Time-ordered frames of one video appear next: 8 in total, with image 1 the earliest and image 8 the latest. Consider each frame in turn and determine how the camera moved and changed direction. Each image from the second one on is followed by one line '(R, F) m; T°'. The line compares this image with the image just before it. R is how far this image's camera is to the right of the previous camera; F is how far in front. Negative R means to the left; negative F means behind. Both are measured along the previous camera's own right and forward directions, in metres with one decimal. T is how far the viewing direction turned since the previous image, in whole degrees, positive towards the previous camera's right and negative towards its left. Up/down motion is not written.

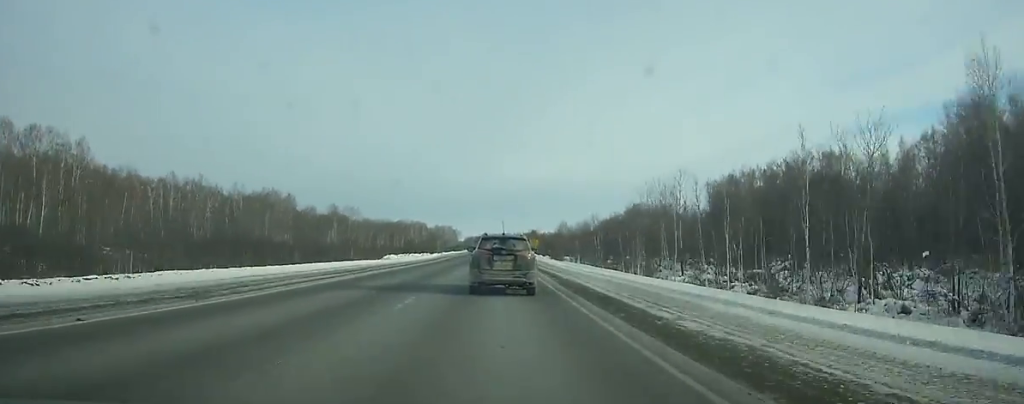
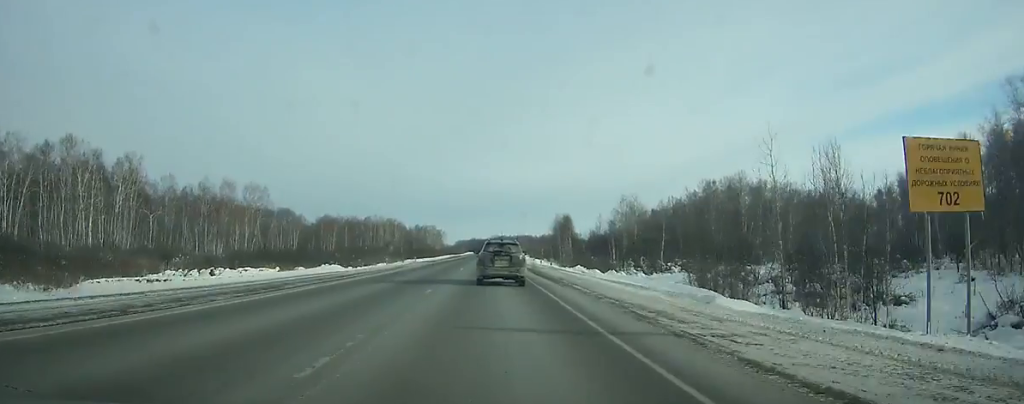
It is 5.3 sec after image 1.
(+0.4, +115.7) m; 0°
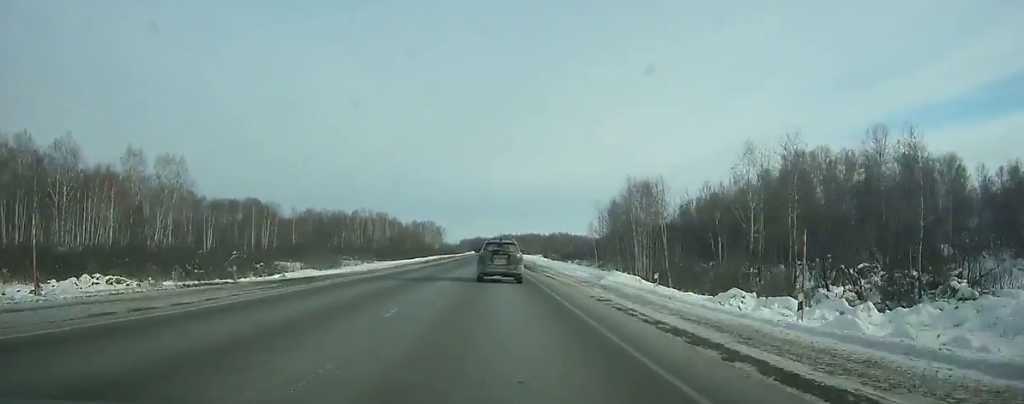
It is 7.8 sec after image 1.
(0.0, +54.9) m; 0°
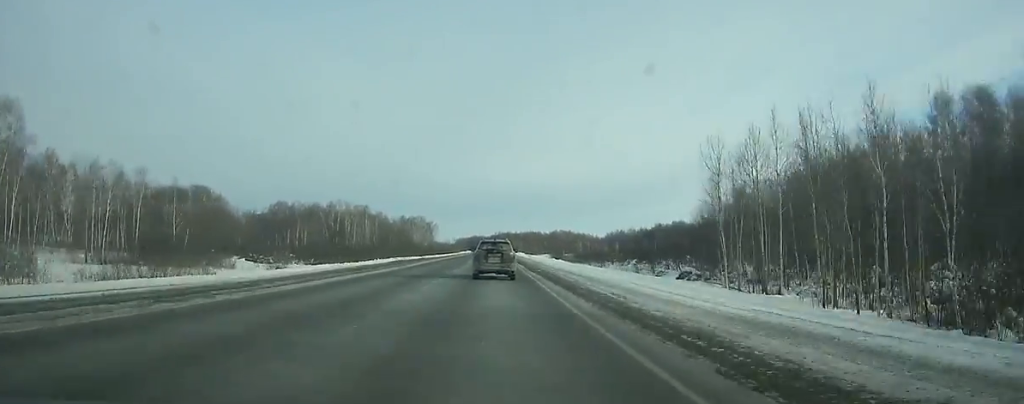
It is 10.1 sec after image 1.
(0.0, +51.0) m; 0°
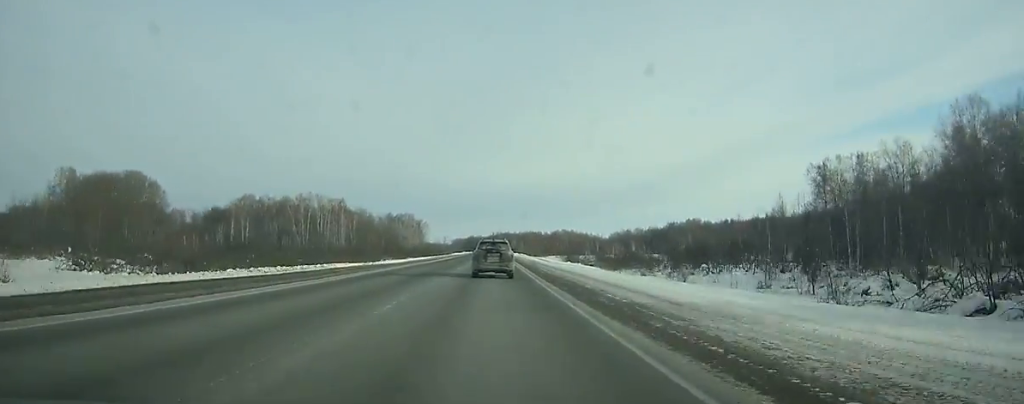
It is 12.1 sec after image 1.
(0.0, +44.7) m; 0°
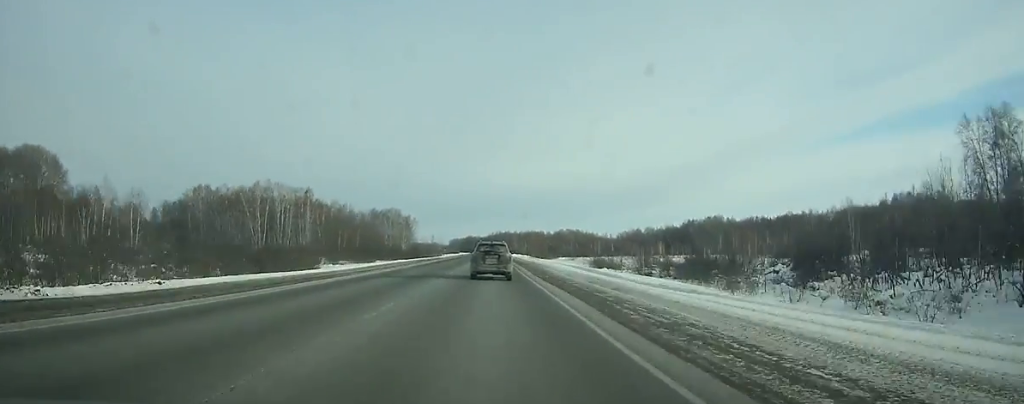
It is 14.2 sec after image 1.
(0.0, +47.6) m; 0°
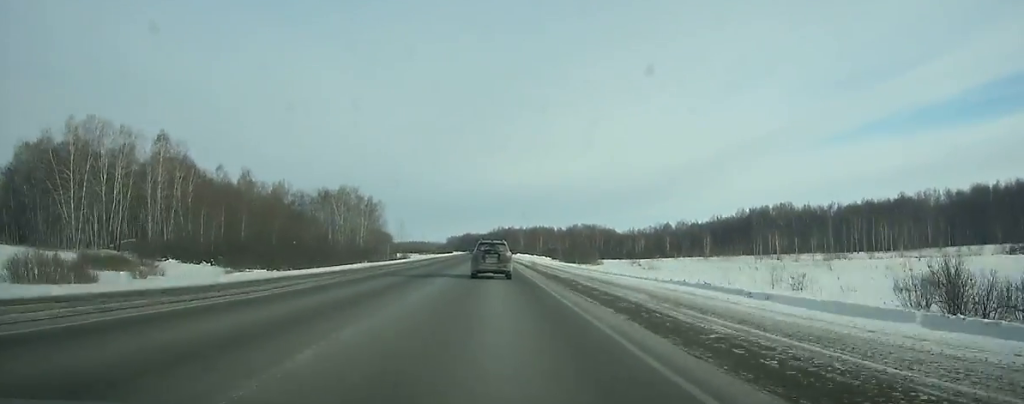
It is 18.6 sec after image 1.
(-0.5, +100.6) m; -1°
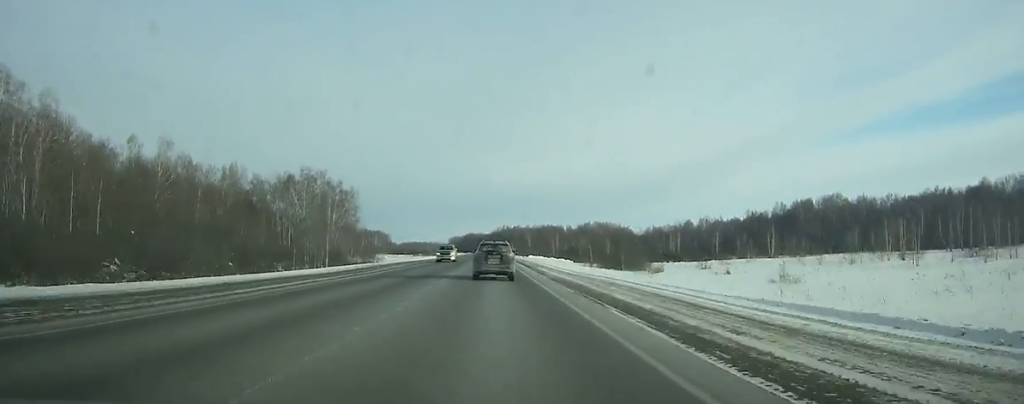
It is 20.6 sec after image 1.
(-0.2, +46.2) m; 0°
